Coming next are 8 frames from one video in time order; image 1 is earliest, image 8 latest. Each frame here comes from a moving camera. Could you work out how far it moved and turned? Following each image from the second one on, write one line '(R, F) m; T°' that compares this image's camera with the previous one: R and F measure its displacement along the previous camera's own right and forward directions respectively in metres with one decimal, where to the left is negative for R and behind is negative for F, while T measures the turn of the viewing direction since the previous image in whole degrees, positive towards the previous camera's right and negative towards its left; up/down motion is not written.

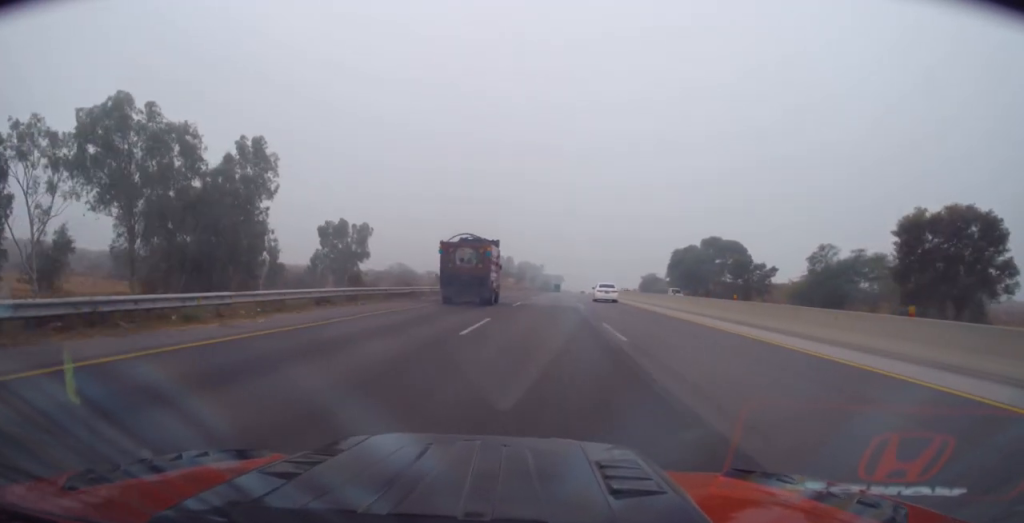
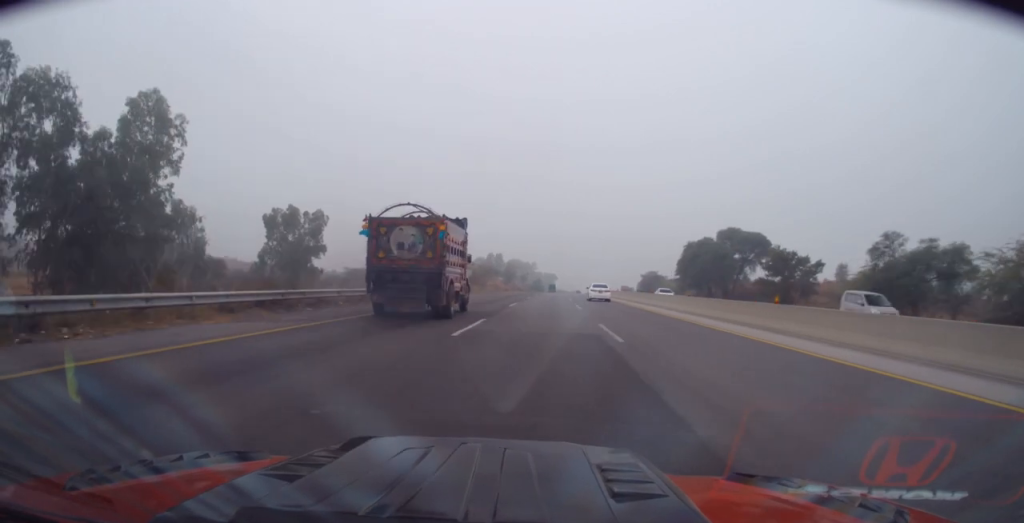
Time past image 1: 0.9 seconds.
(0.0, +18.3) m; 0°
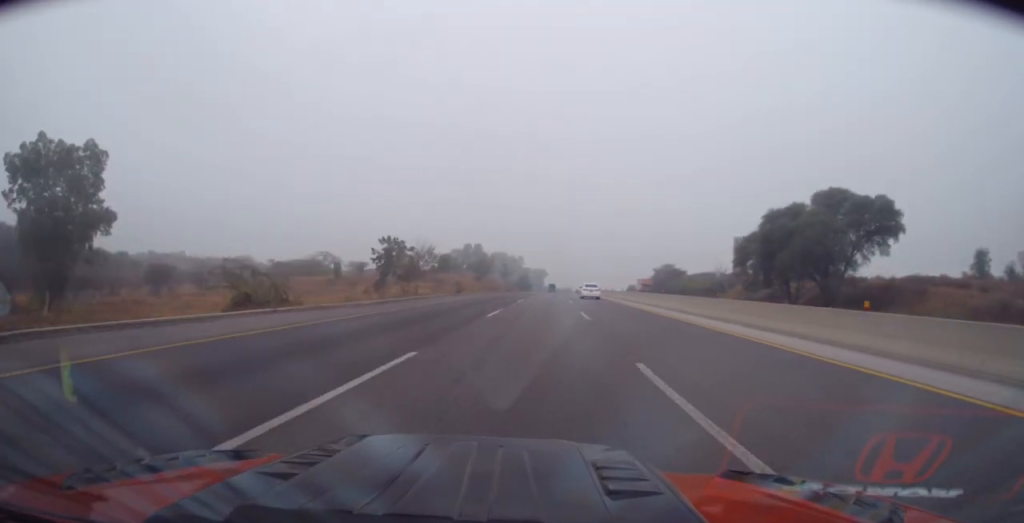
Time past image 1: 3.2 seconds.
(-0.1, +45.5) m; 0°
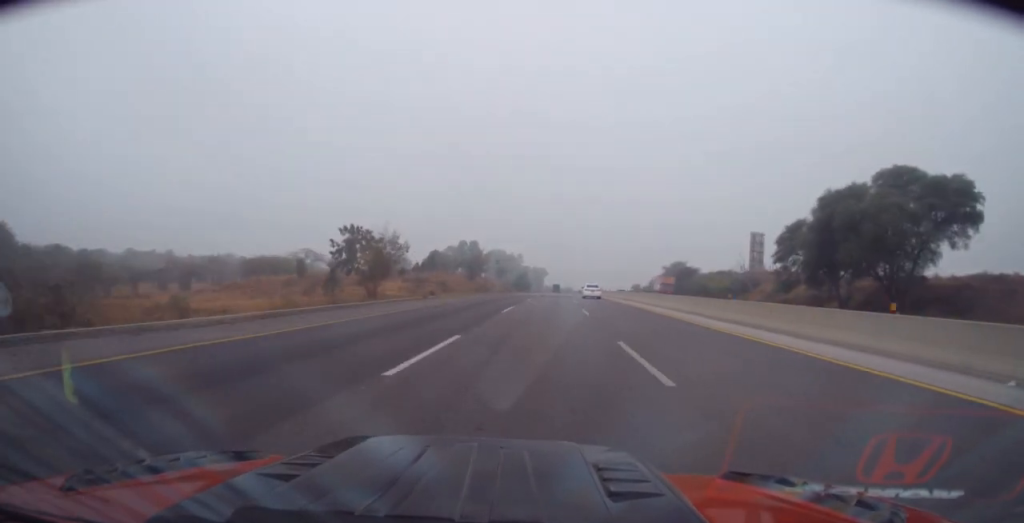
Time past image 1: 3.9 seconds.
(0.0, +14.0) m; +1°
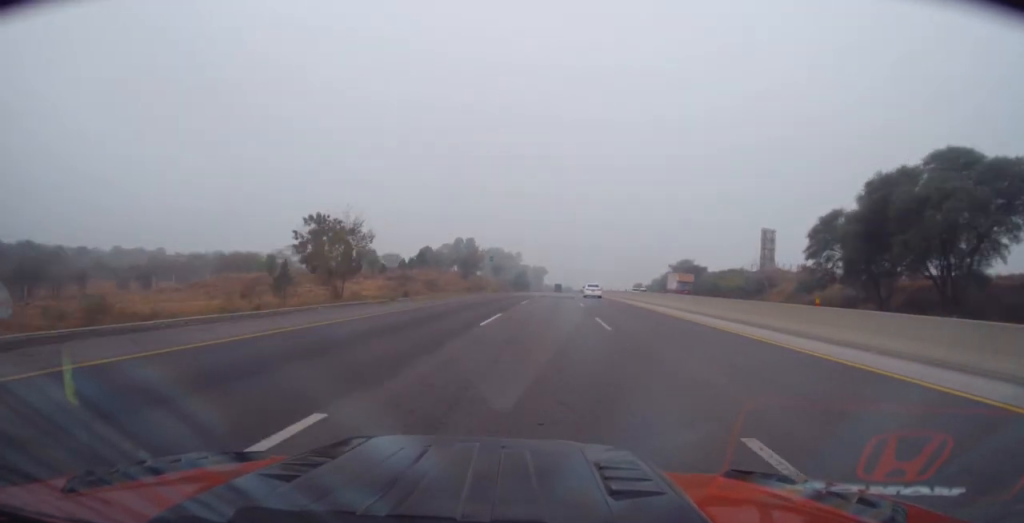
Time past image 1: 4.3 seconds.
(0.0, +8.6) m; 0°
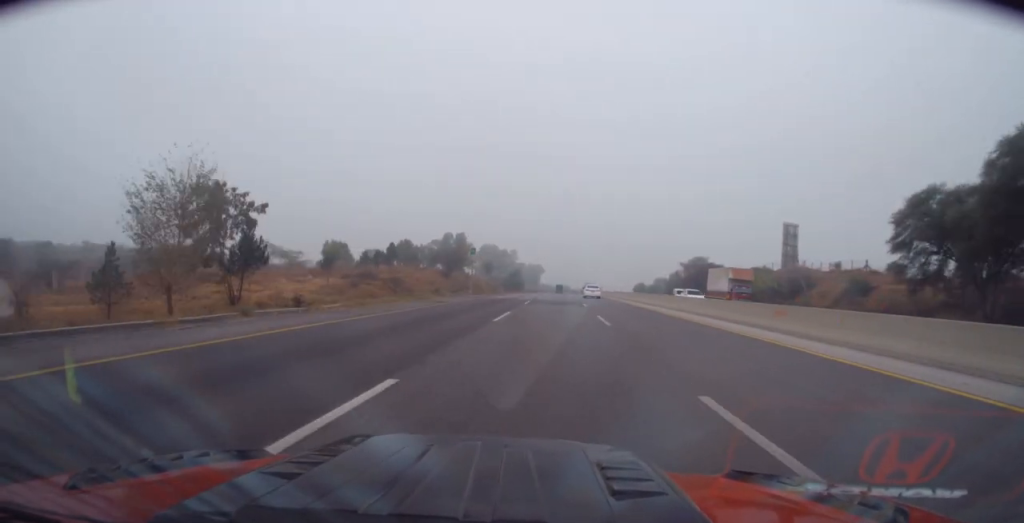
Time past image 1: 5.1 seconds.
(+0.2, +15.8) m; 0°
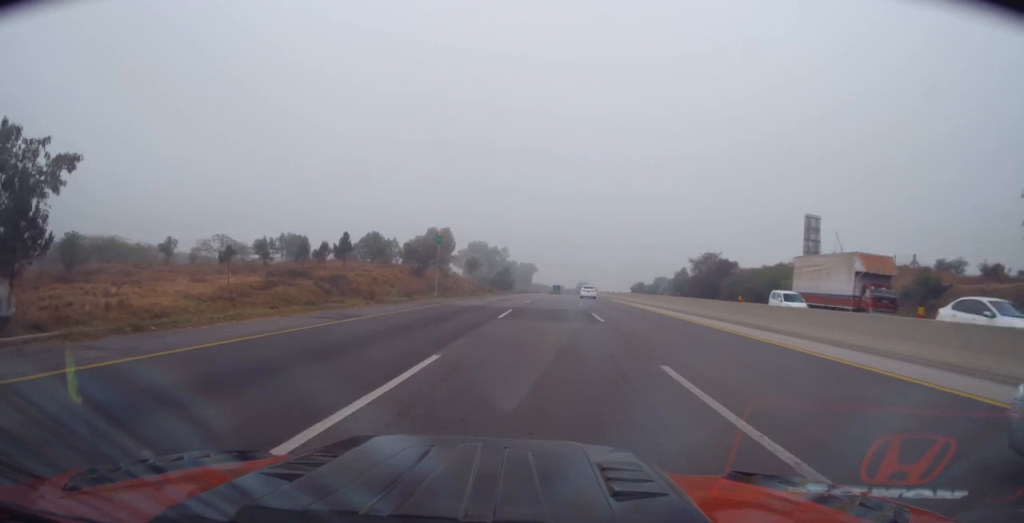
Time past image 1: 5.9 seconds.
(-0.2, +15.2) m; +1°
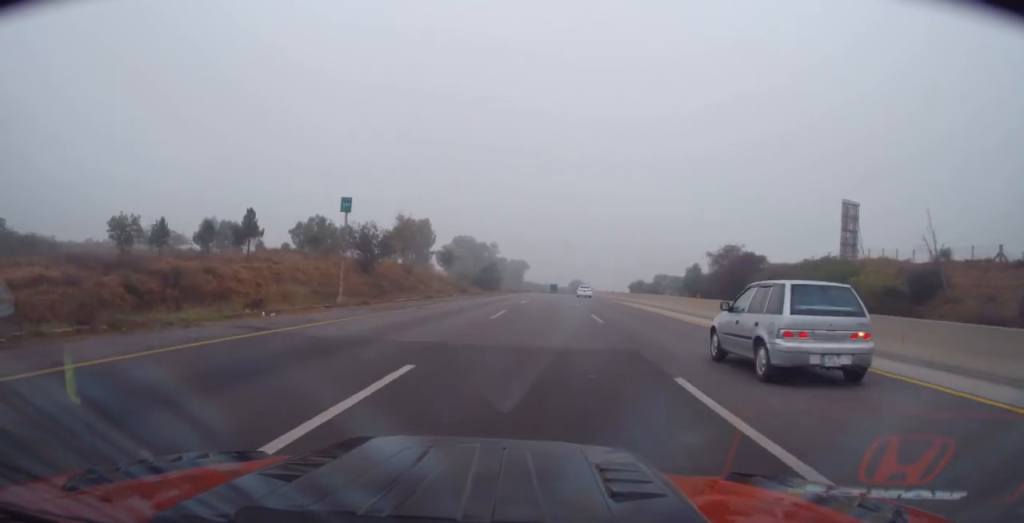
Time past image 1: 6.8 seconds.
(+0.4, +19.2) m; +1°
